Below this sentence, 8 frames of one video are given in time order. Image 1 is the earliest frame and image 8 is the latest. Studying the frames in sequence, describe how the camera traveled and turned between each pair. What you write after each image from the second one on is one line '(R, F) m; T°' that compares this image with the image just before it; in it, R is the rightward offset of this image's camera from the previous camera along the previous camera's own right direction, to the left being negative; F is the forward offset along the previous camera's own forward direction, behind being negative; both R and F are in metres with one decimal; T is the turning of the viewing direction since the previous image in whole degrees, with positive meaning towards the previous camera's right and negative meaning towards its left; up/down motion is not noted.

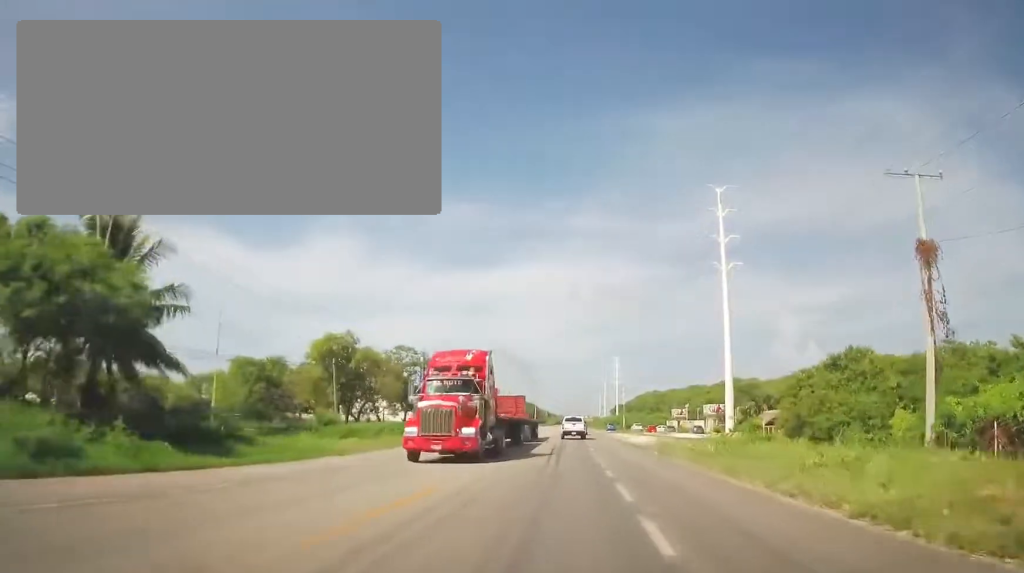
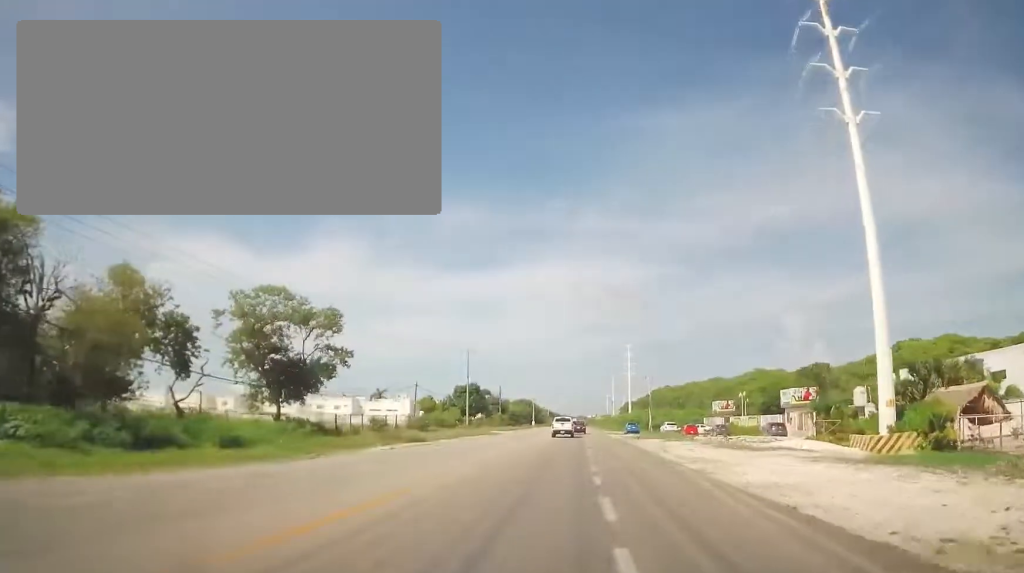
(+0.1, +36.6) m; -2°
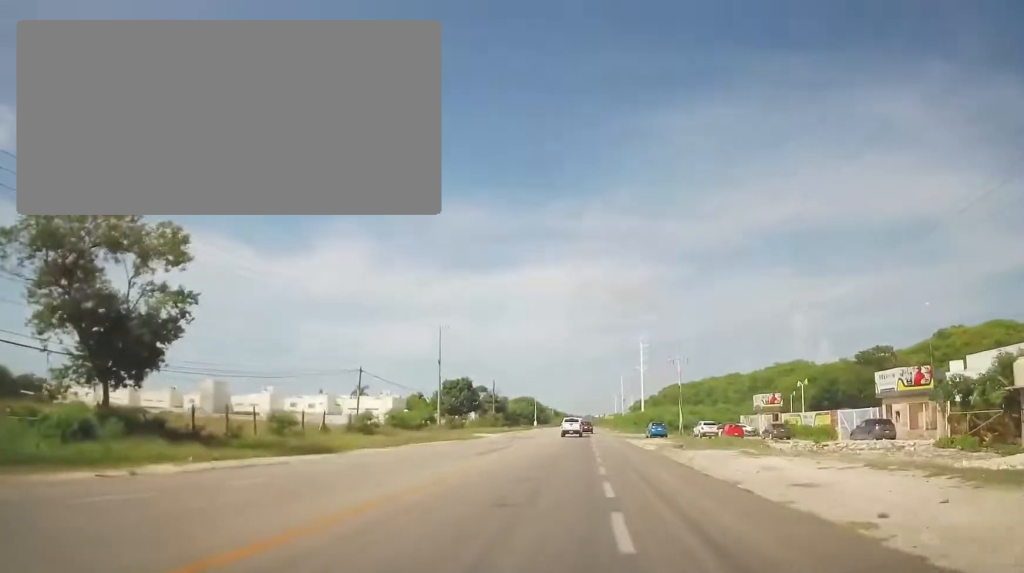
(+0.4, +20.1) m; 0°
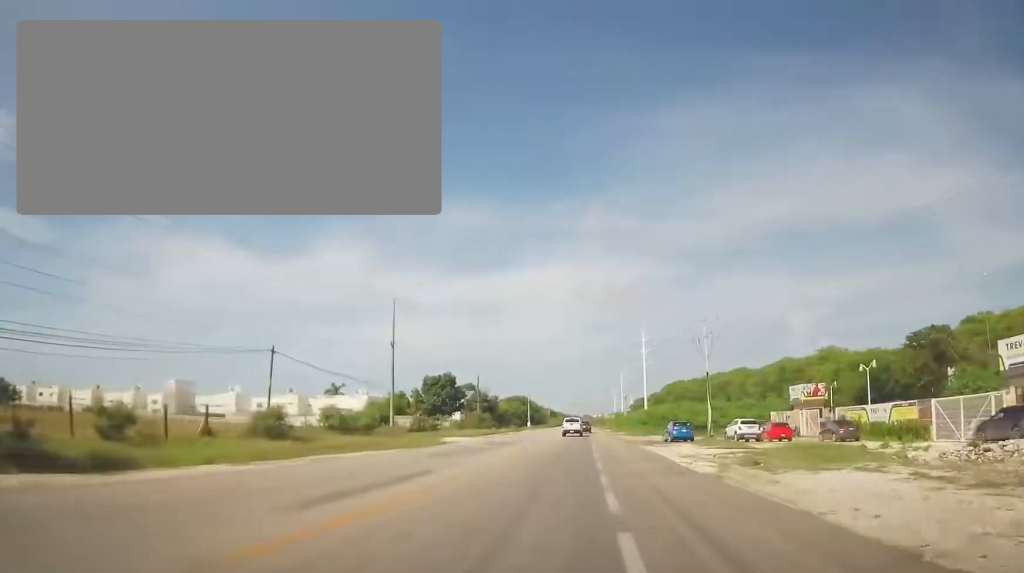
(-0.4, +14.9) m; +1°
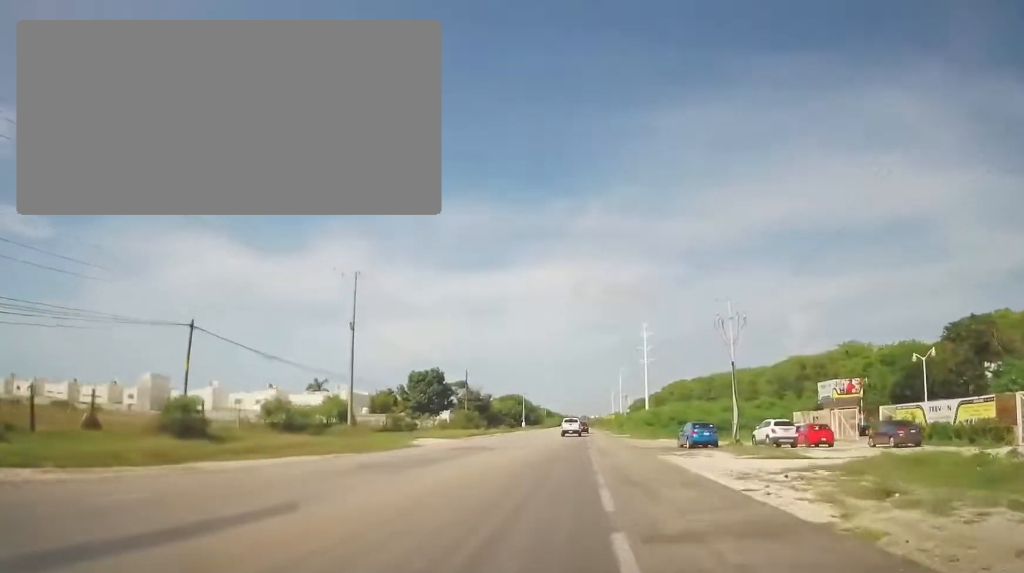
(+0.1, +8.4) m; +1°
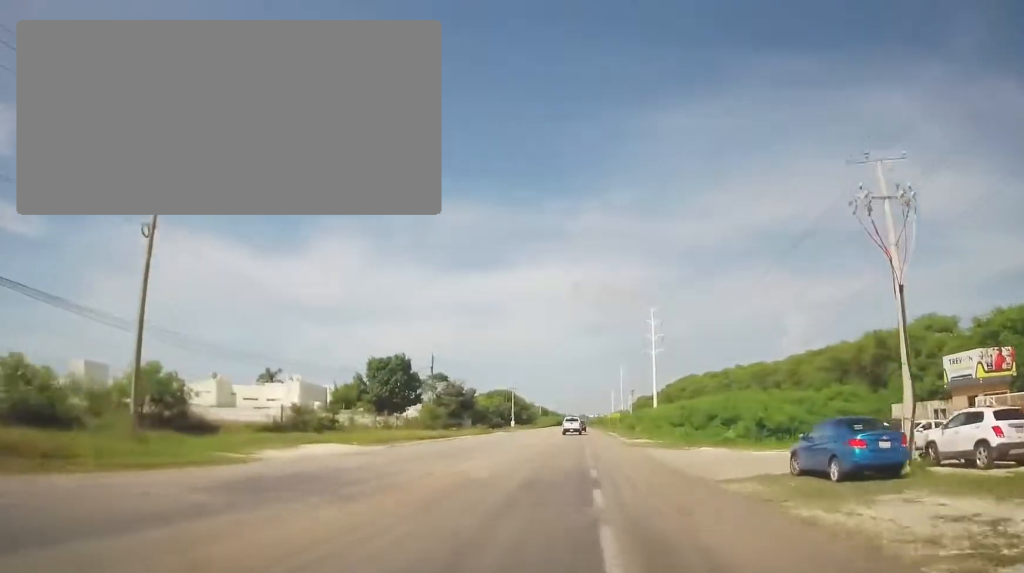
(+0.6, +20.6) m; +1°
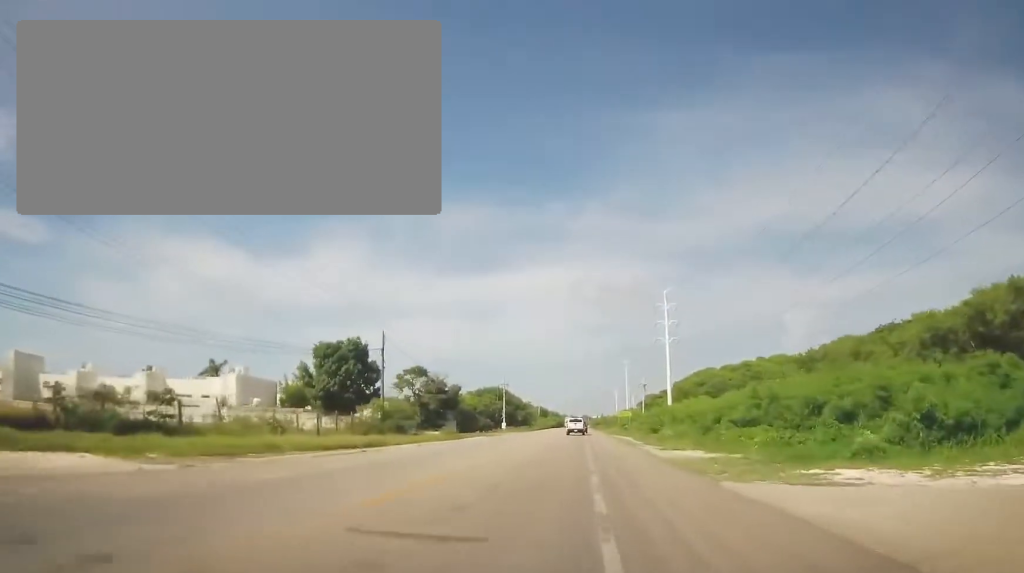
(-0.3, +18.9) m; -1°
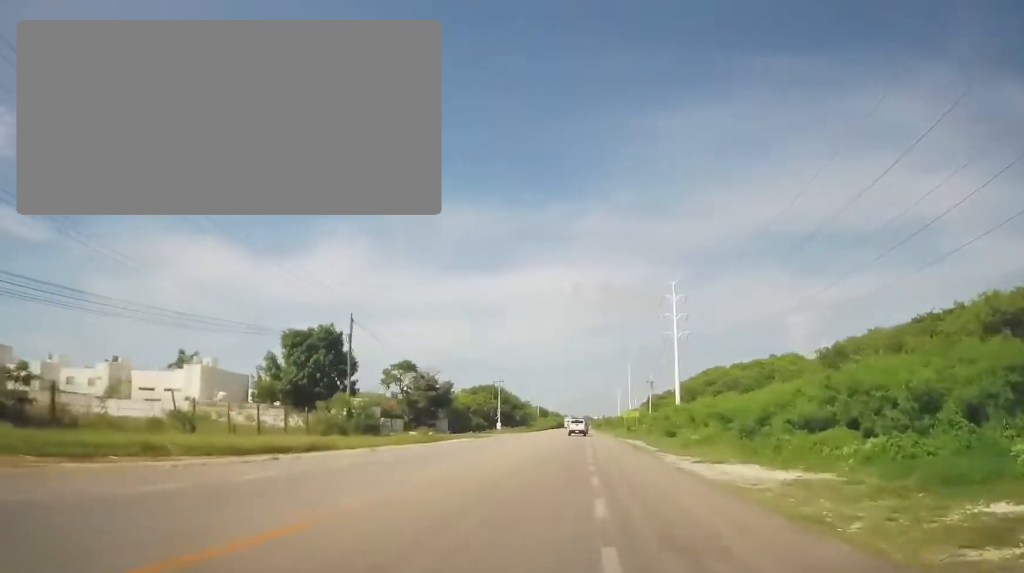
(-0.3, +8.3) m; 0°
